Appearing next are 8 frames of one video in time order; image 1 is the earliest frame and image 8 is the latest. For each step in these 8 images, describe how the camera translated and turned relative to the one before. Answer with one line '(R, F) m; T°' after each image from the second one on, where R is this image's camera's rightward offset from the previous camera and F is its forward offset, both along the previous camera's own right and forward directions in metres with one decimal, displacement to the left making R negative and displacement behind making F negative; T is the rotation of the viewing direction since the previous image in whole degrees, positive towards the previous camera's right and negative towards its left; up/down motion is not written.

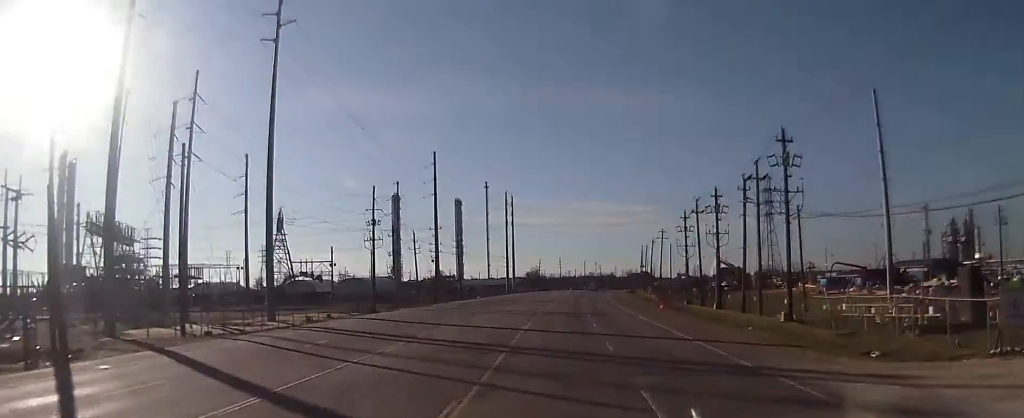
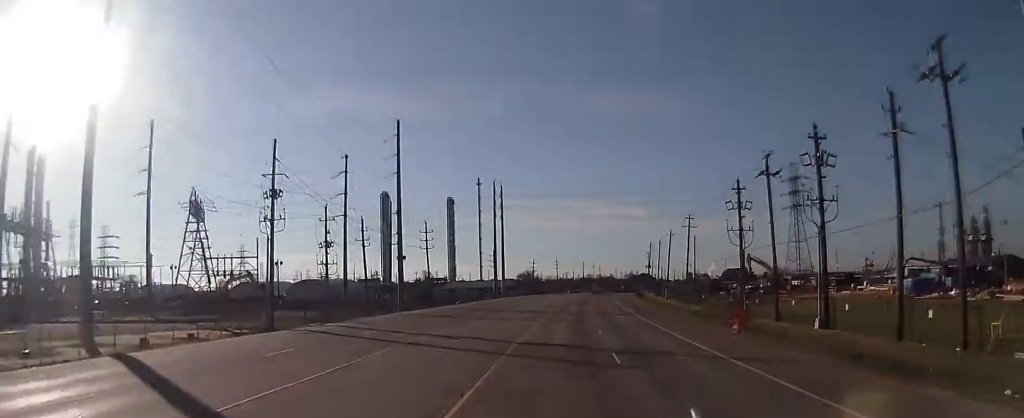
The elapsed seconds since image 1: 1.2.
(-0.4, +28.4) m; -1°
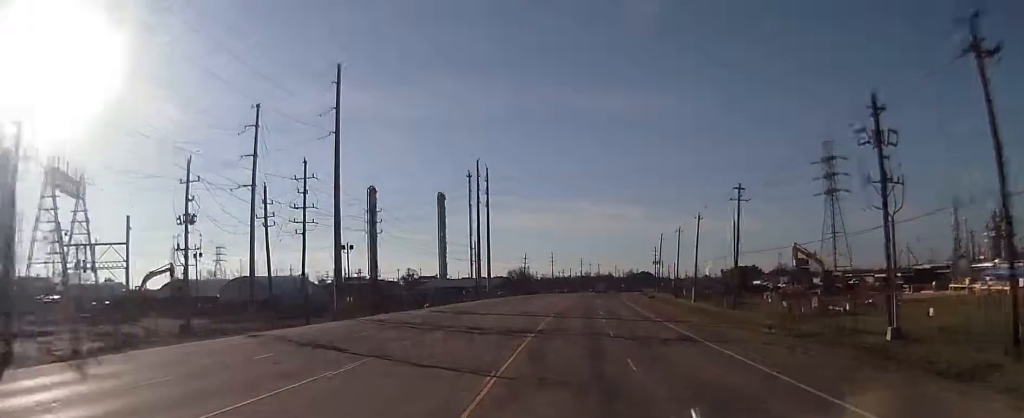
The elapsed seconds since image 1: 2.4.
(+0.3, +28.7) m; +2°
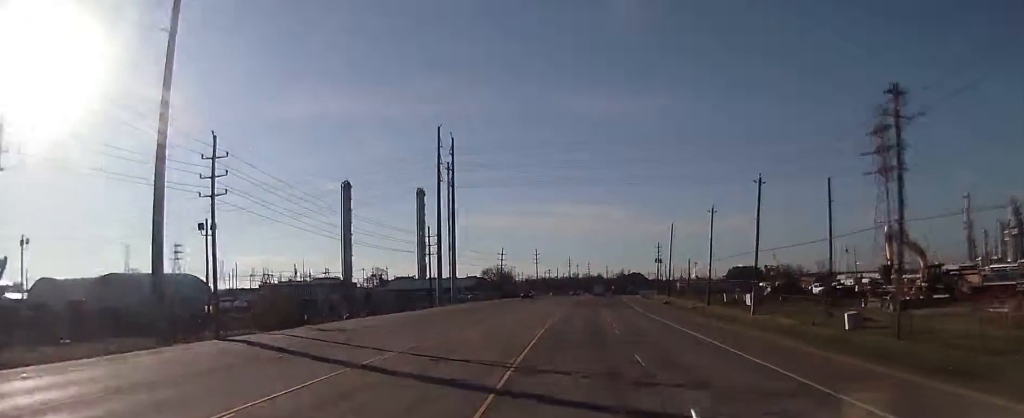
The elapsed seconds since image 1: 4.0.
(+0.2, +34.5) m; 0°
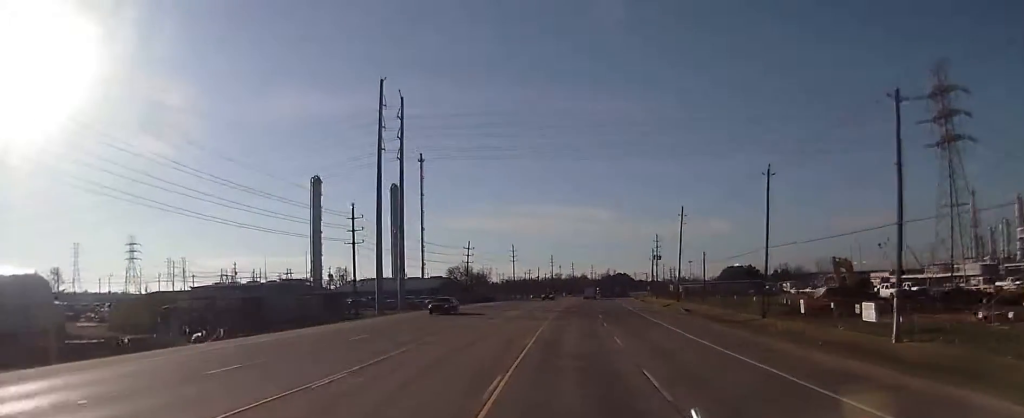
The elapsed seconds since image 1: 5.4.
(+0.1, +29.3) m; +1°
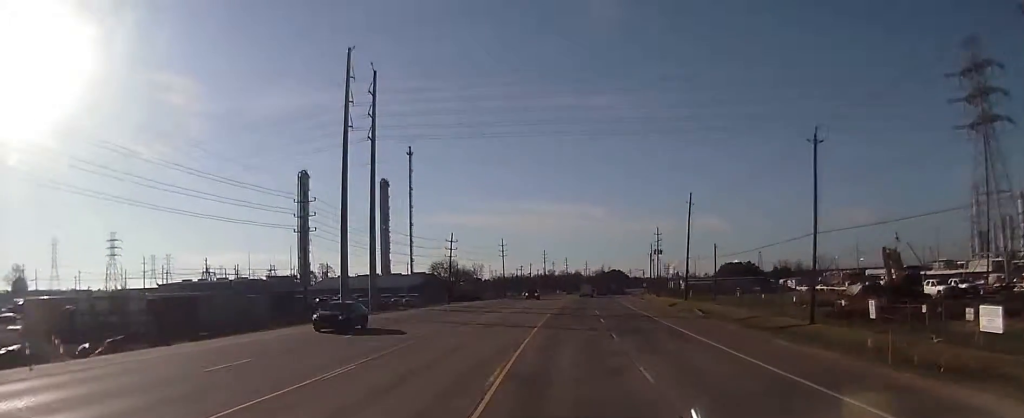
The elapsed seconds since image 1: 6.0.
(0.0, +11.8) m; 0°
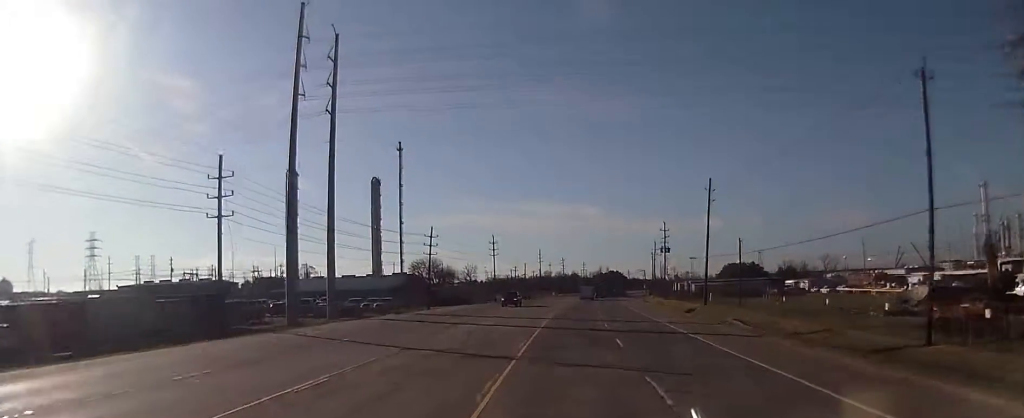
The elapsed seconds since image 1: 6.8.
(0.0, +14.8) m; 0°
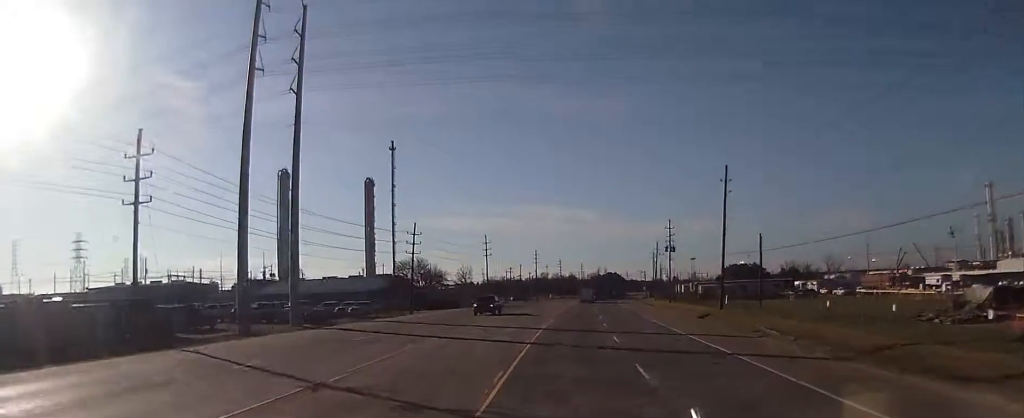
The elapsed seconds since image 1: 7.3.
(-0.1, +9.5) m; +1°
